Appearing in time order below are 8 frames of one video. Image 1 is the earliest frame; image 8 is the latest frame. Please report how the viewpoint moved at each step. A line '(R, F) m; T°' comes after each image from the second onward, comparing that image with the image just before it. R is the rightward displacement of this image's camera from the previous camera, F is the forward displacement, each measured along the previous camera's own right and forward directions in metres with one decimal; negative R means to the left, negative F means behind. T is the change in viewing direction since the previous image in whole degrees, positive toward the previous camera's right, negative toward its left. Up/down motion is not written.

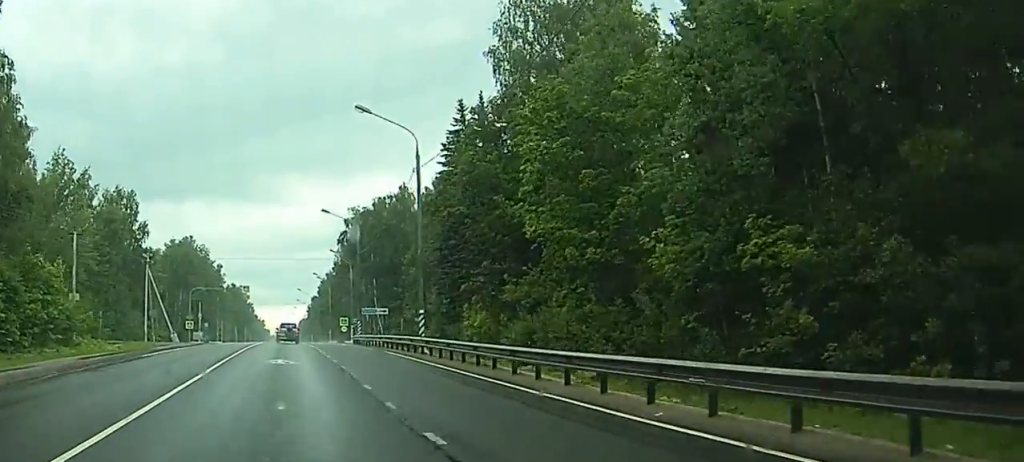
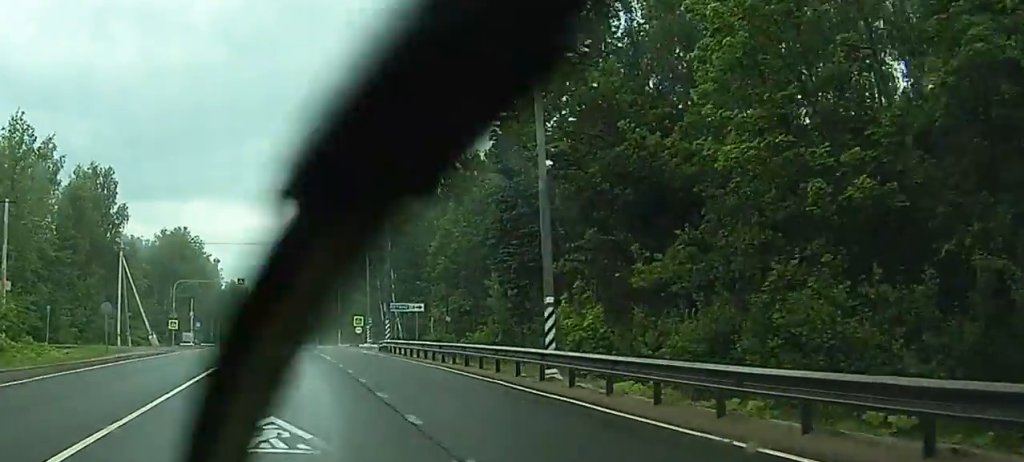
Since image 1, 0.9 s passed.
(0.0, +18.2) m; +1°
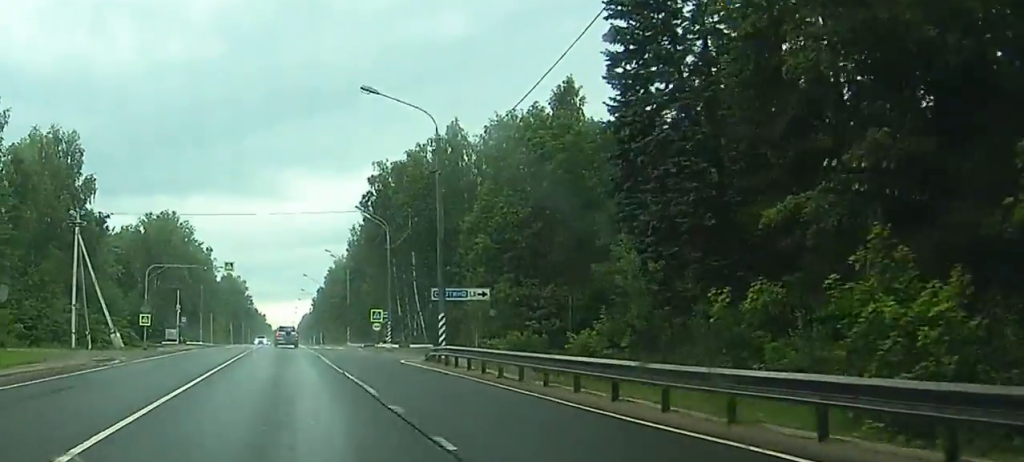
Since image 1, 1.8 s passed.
(+0.2, +18.2) m; 0°
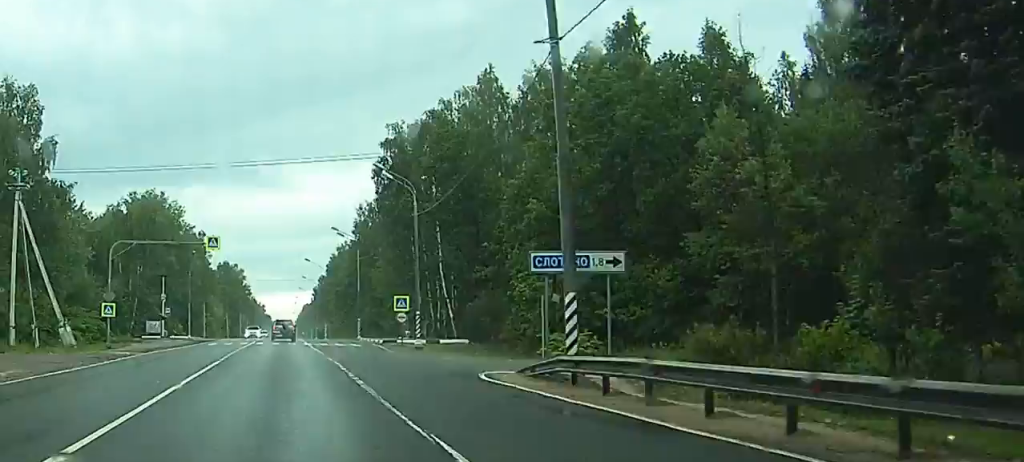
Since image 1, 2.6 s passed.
(-0.1, +15.6) m; -1°
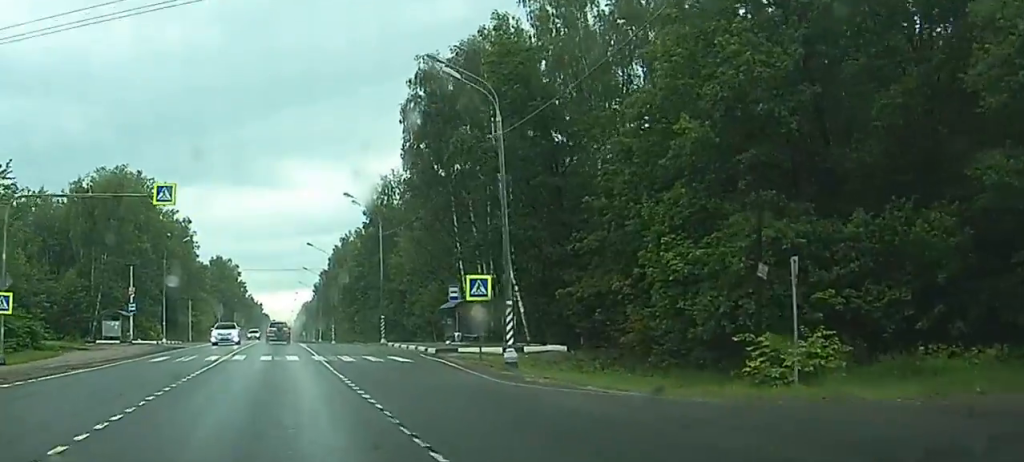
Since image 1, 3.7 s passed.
(-0.3, +23.0) m; -1°
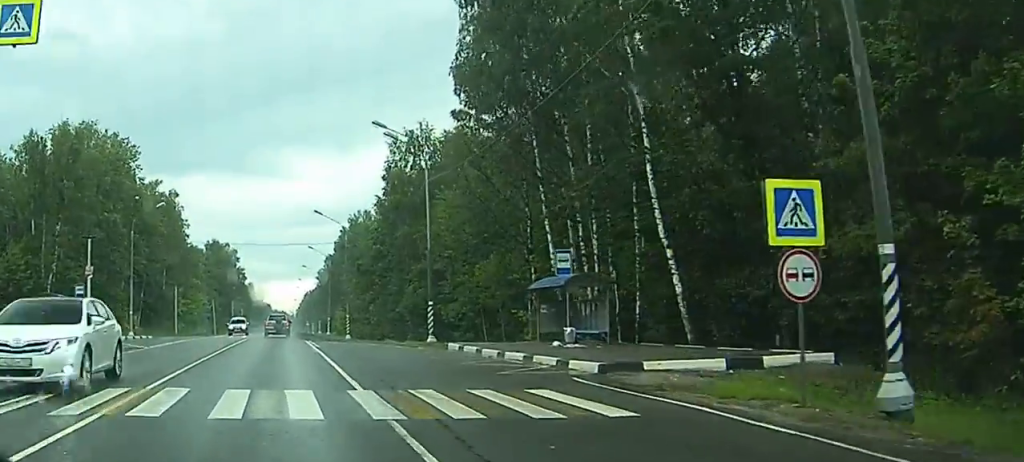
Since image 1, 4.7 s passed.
(0.0, +21.1) m; 0°
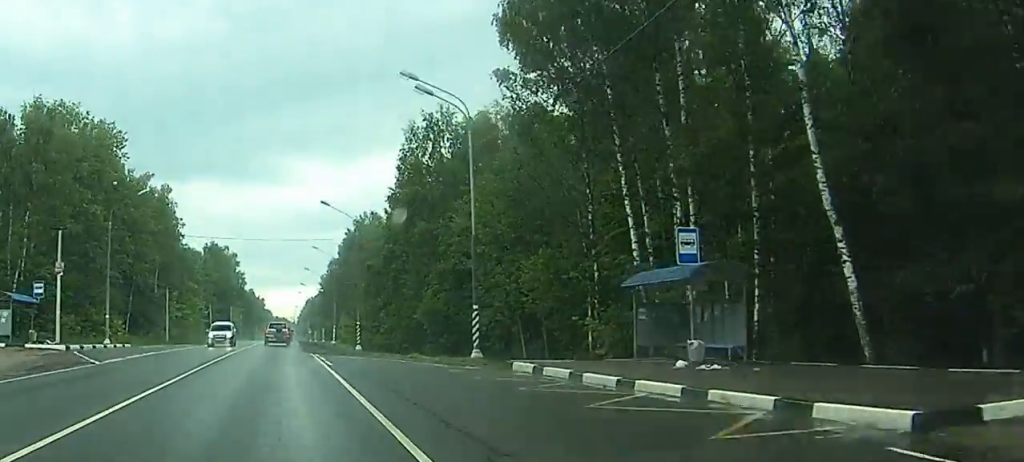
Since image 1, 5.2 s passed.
(0.0, +10.3) m; 0°
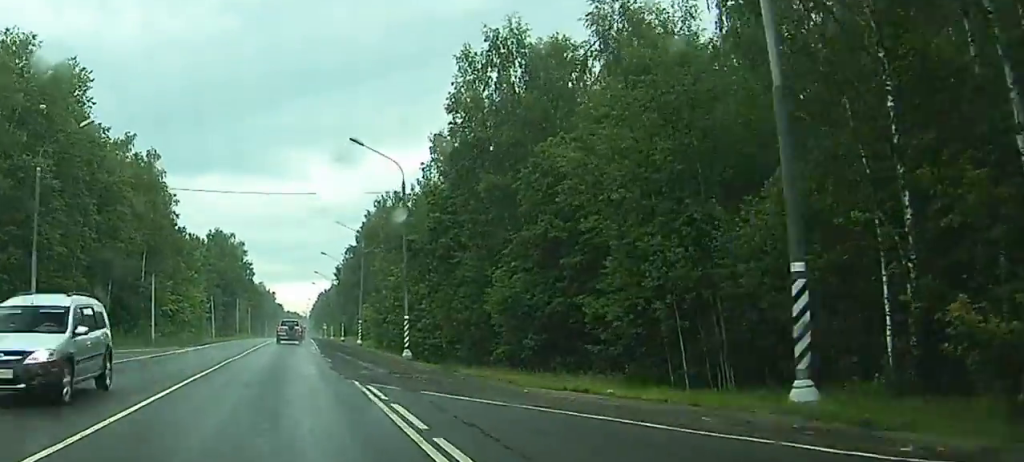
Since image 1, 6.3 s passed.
(-0.1, +21.4) m; 0°
